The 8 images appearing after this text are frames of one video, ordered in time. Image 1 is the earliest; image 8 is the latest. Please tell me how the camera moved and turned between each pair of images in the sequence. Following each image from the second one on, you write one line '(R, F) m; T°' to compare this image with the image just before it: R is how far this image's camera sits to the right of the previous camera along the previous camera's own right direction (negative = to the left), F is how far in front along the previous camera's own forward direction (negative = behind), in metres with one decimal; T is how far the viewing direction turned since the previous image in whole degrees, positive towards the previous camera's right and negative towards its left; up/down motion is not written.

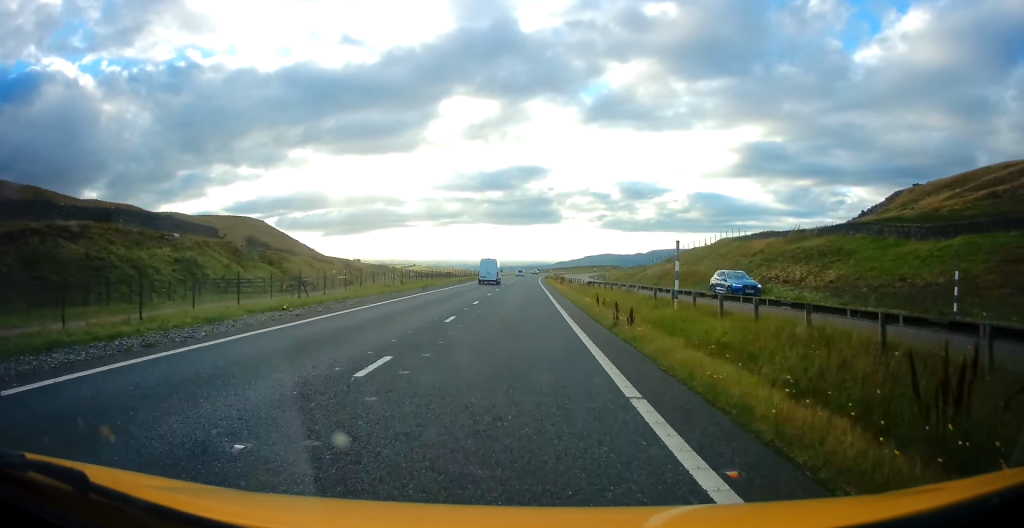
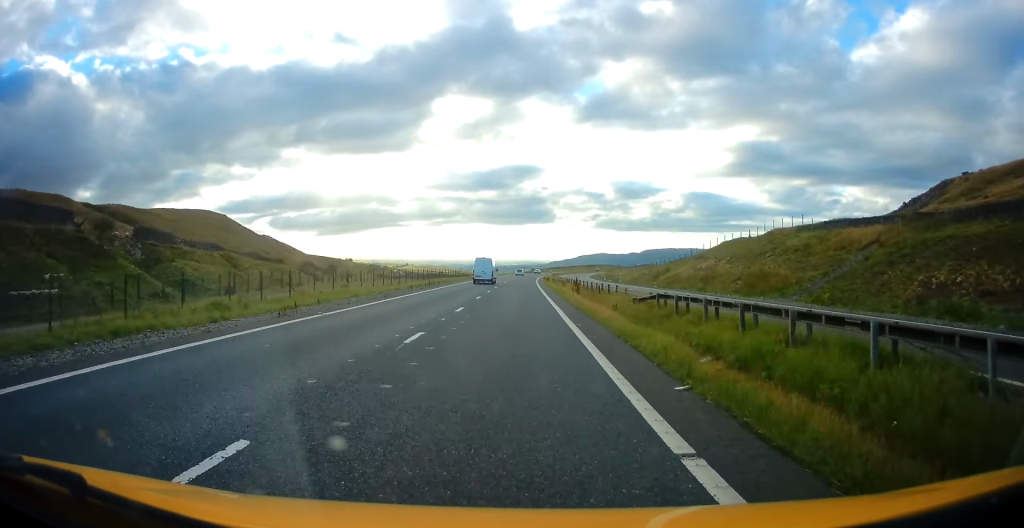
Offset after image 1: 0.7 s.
(+0.1, +22.5) m; -1°
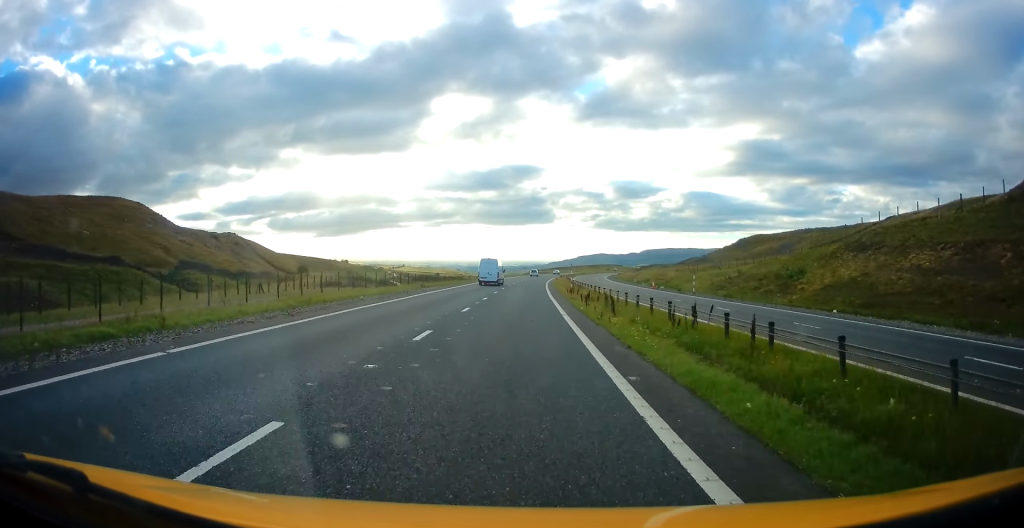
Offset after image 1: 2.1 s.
(-0.4, +42.8) m; 0°
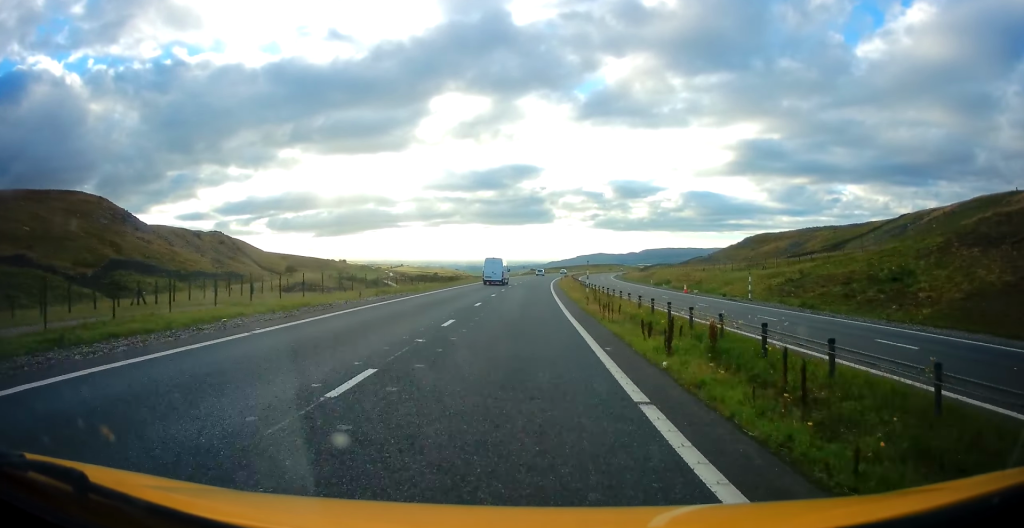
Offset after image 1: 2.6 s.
(+0.2, +14.3) m; +1°
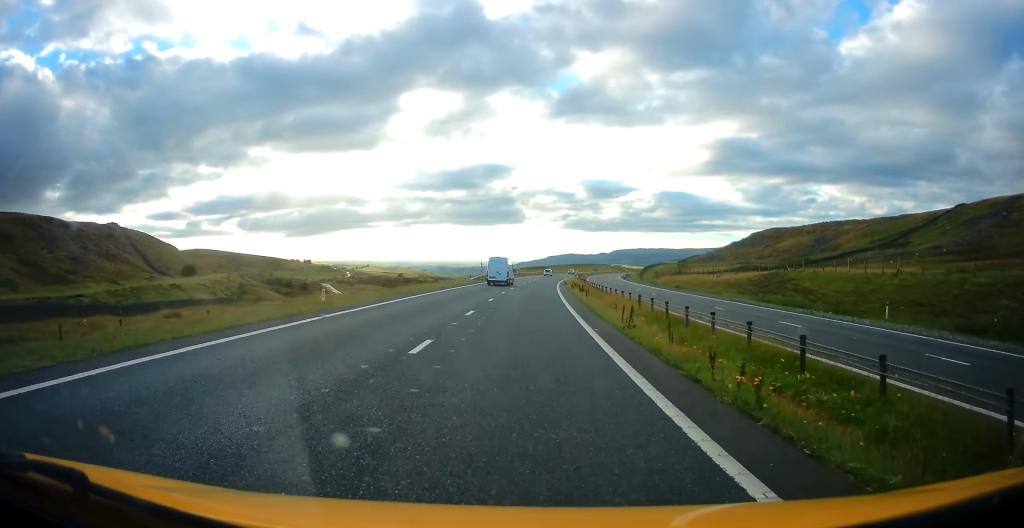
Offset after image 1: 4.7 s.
(+1.4, +65.9) m; +2°
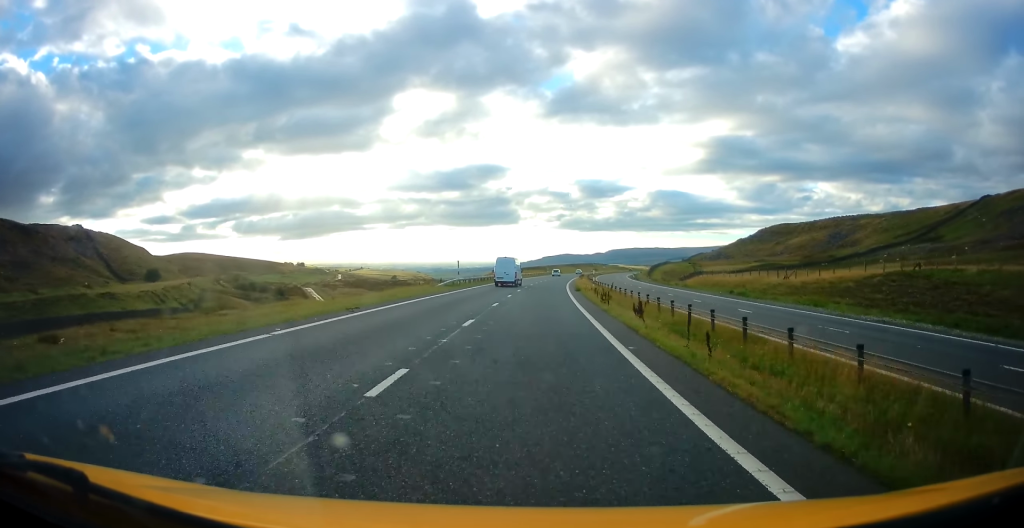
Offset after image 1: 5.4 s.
(+0.3, +20.7) m; 0°
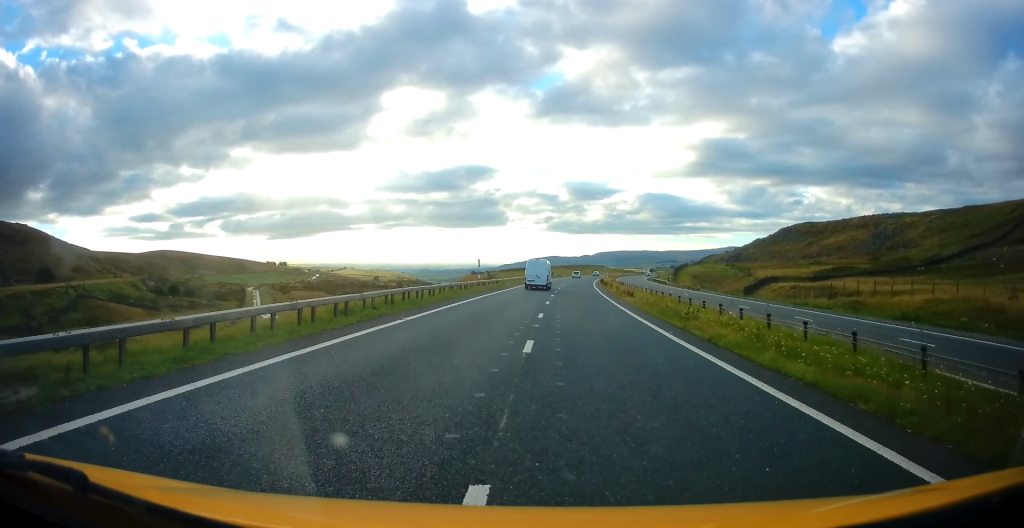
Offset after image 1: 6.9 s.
(-0.3, +47.6) m; +1°
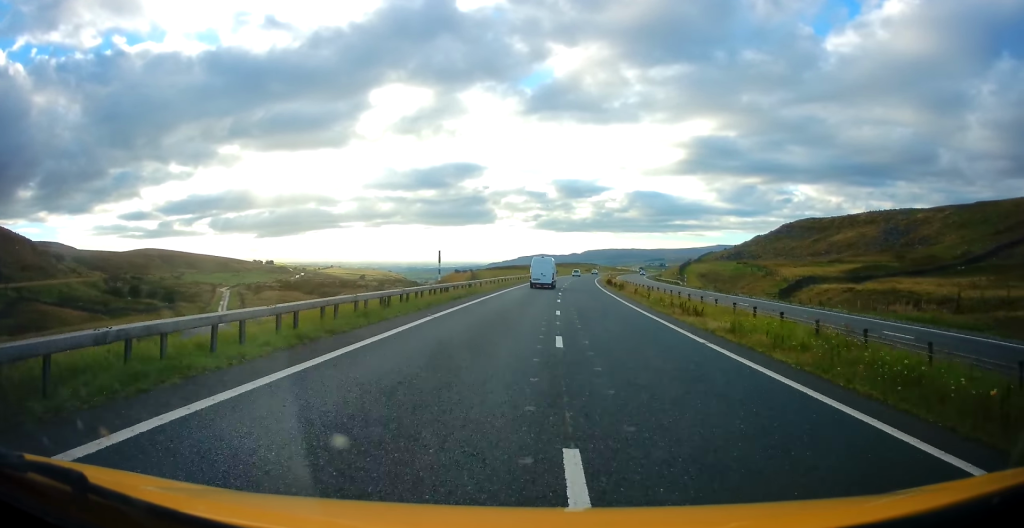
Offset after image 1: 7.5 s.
(+0.7, +16.5) m; +2°
